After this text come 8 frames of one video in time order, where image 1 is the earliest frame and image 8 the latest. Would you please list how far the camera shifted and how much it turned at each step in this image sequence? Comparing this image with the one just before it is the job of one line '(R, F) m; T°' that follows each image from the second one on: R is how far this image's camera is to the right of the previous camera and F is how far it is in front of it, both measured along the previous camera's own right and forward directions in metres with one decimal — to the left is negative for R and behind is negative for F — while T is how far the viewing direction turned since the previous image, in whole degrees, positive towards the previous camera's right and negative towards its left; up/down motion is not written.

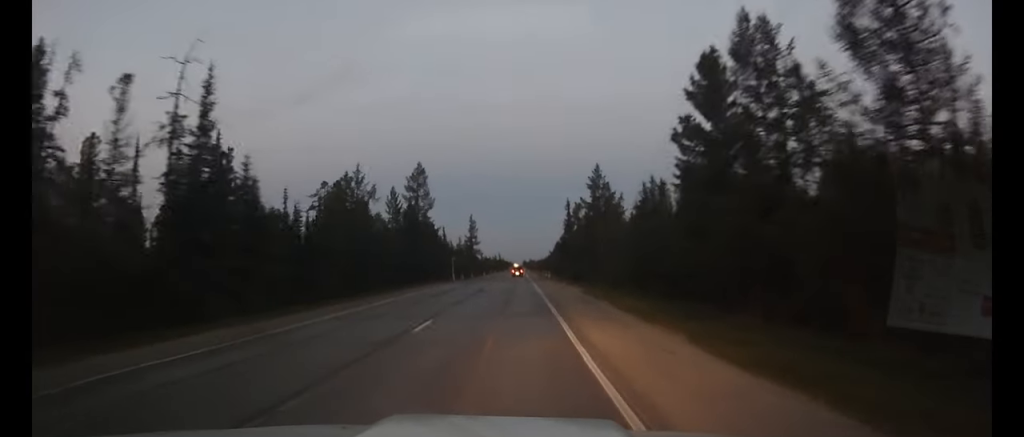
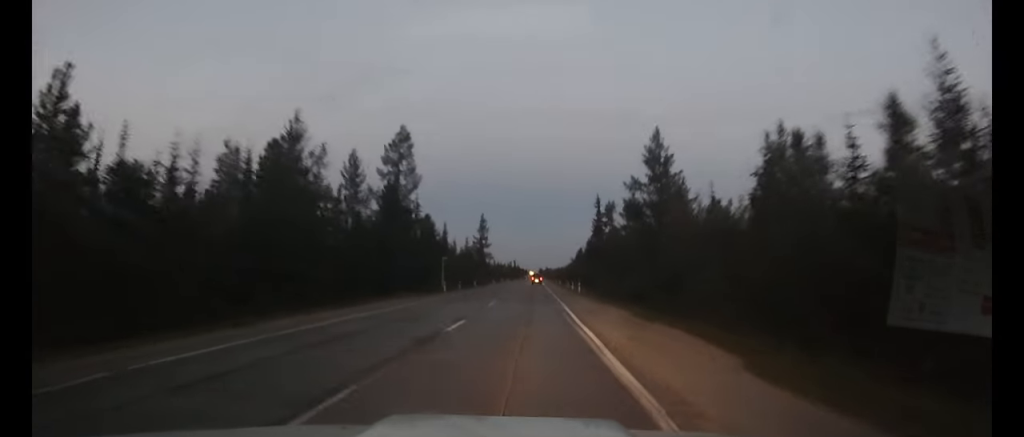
(-0.1, +21.7) m; -1°
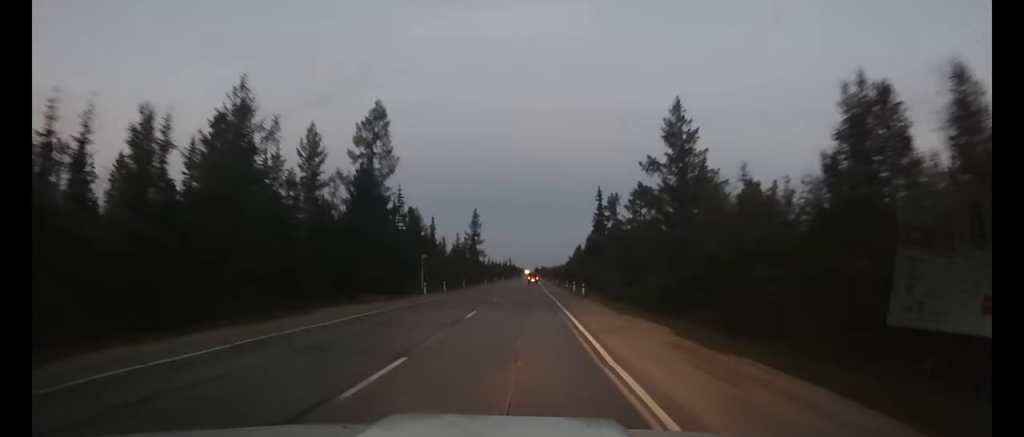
(0.0, +7.9) m; 0°
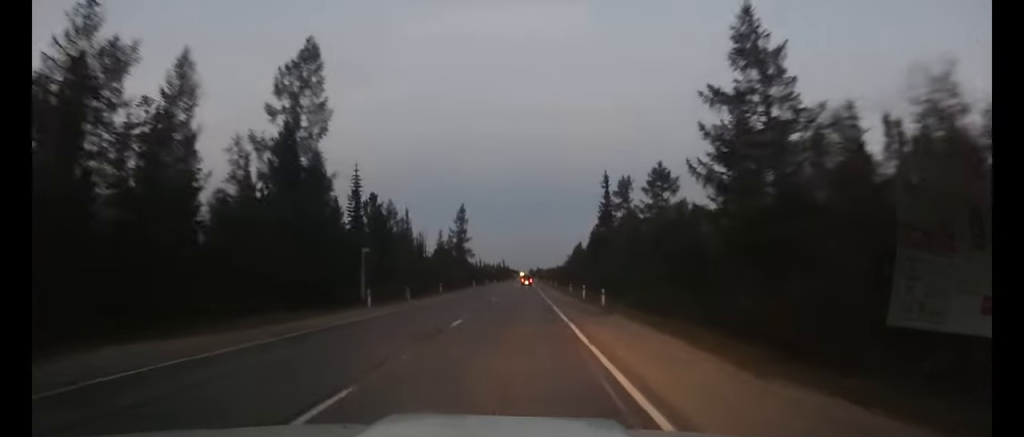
(-0.1, +14.8) m; 0°
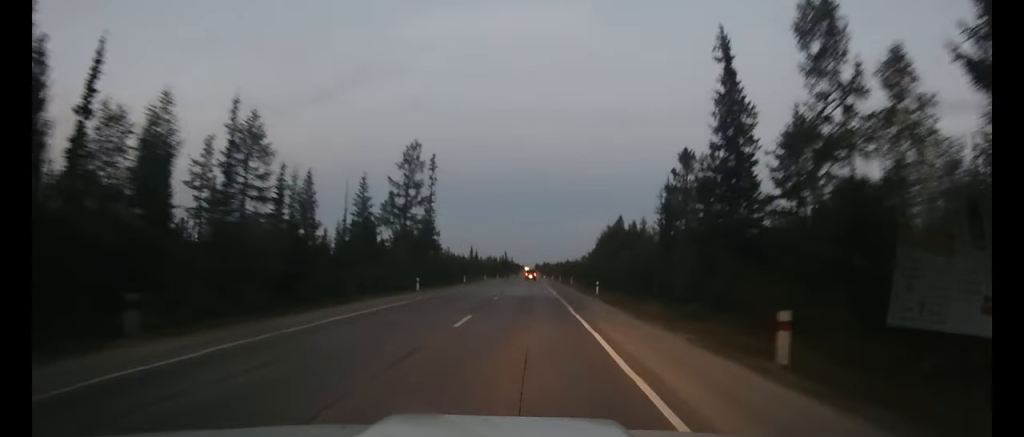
(+0.1, +46.0) m; 0°
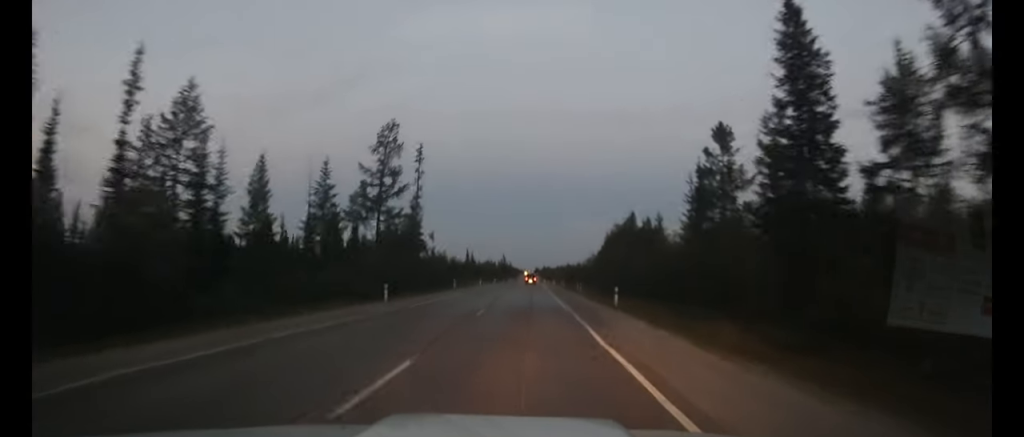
(0.0, +8.9) m; 0°
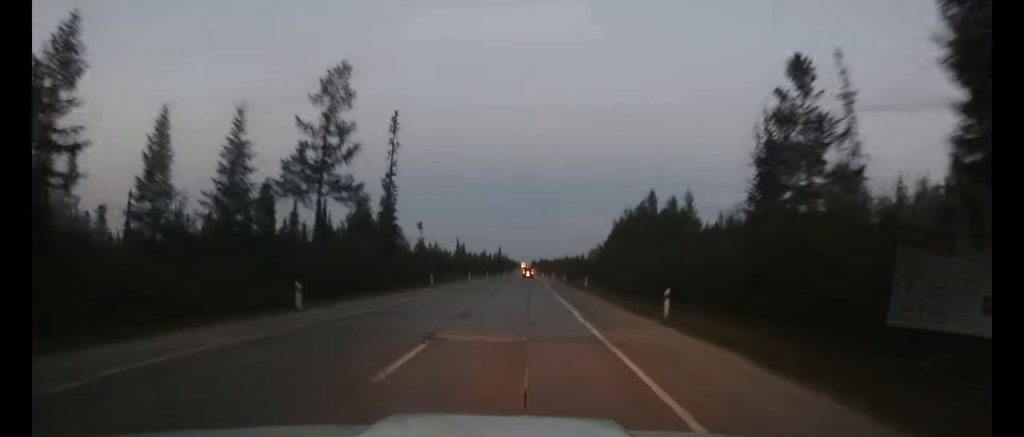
(0.0, +12.1) m; 0°
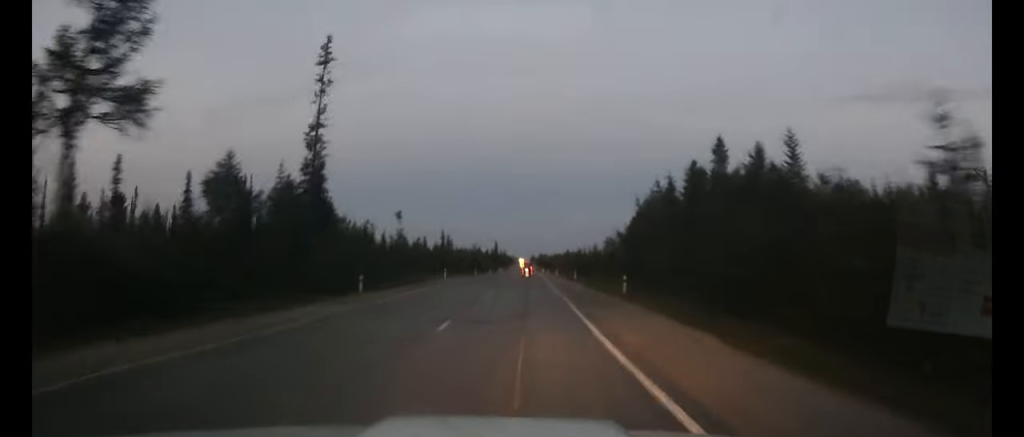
(+0.1, +20.0) m; 0°
